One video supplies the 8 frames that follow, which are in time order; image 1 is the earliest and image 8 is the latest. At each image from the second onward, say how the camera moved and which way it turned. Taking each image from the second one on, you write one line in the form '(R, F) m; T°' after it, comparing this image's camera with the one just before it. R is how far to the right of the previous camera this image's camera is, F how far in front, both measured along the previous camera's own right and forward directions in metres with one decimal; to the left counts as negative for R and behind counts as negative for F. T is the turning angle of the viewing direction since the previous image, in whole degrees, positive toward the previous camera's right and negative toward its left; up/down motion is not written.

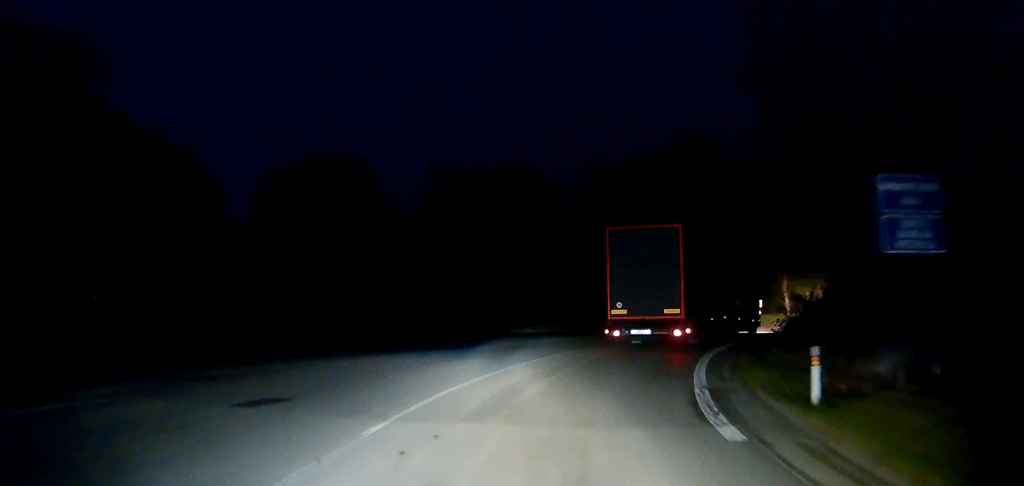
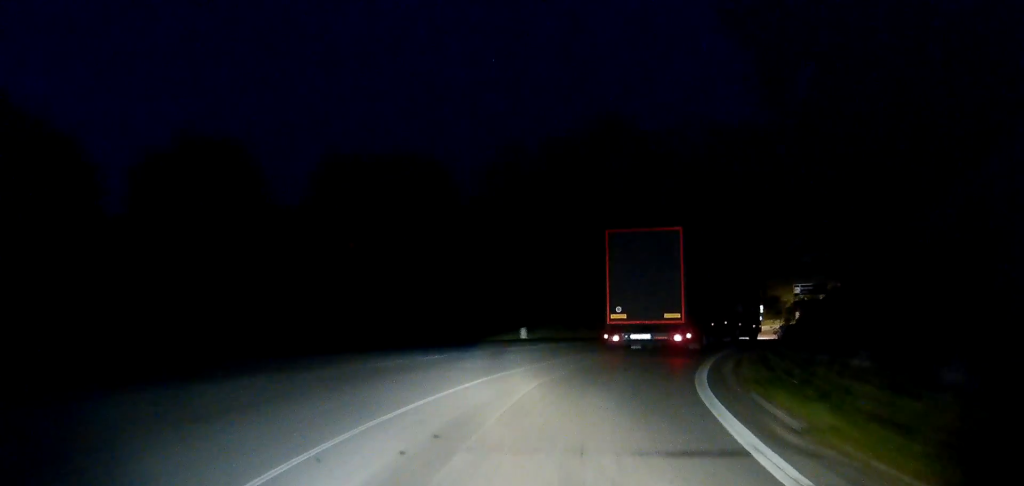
(+0.2, +8.4) m; +7°
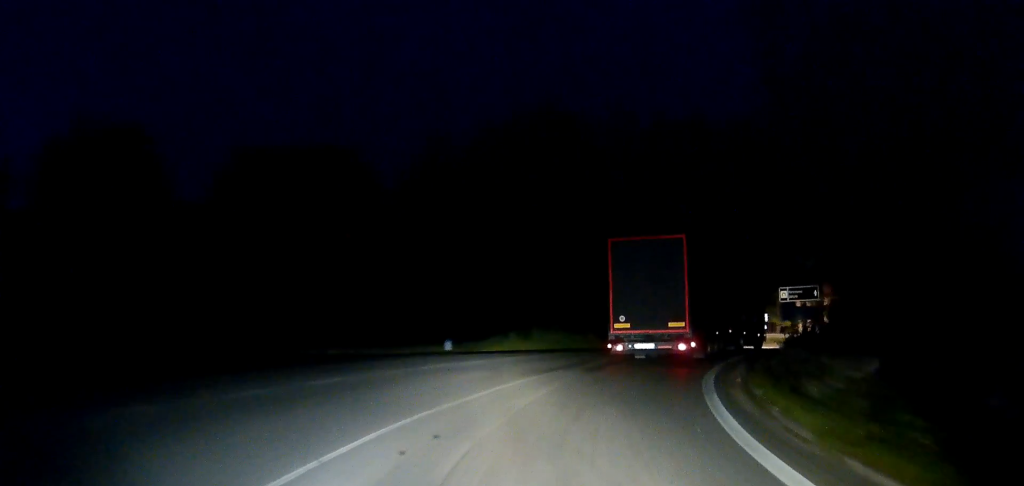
(+0.3, +6.3) m; +10°
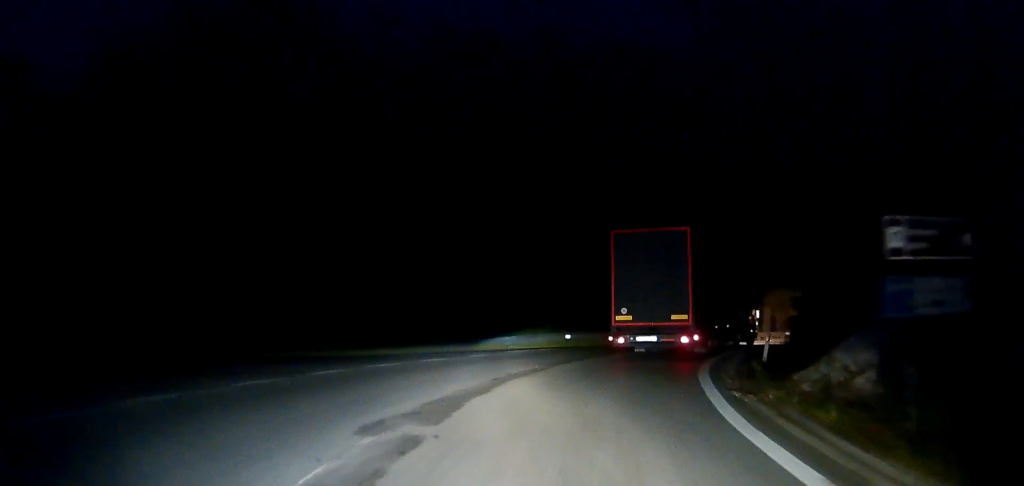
(+4.8, +19.1) m; +23°
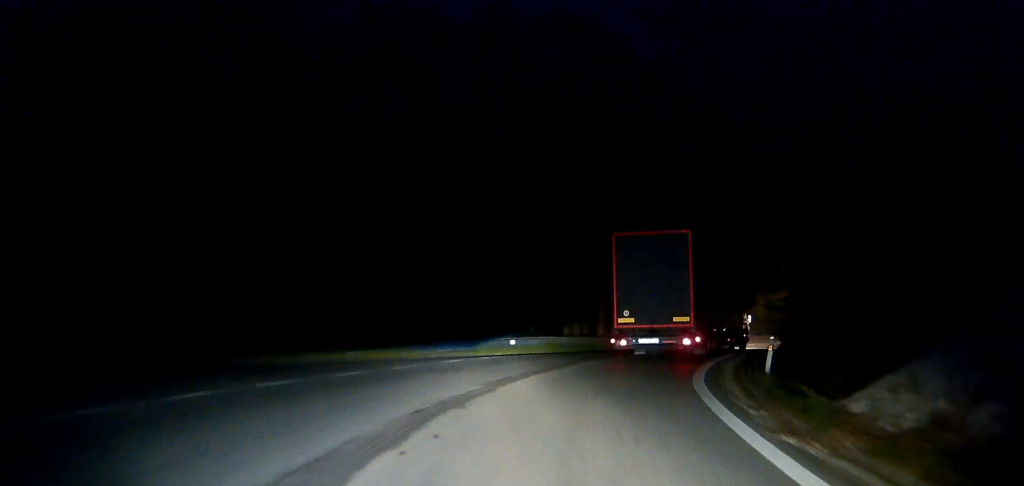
(+0.1, +4.8) m; +4°
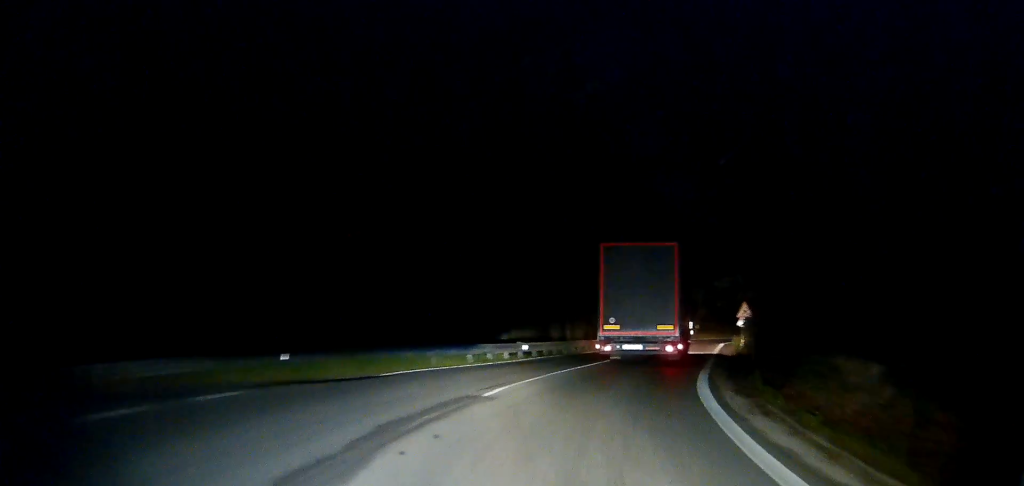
(+1.4, +13.8) m; +10°
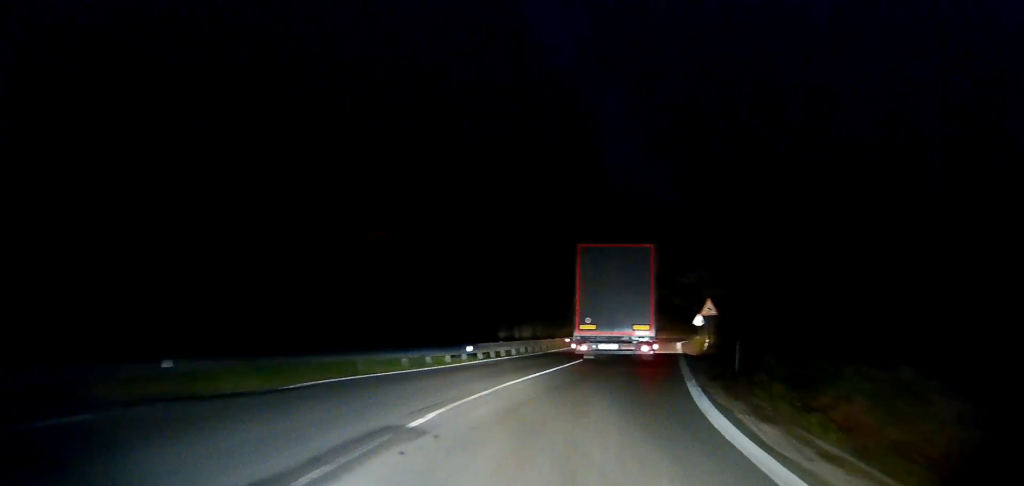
(-0.2, +3.9) m; +3°
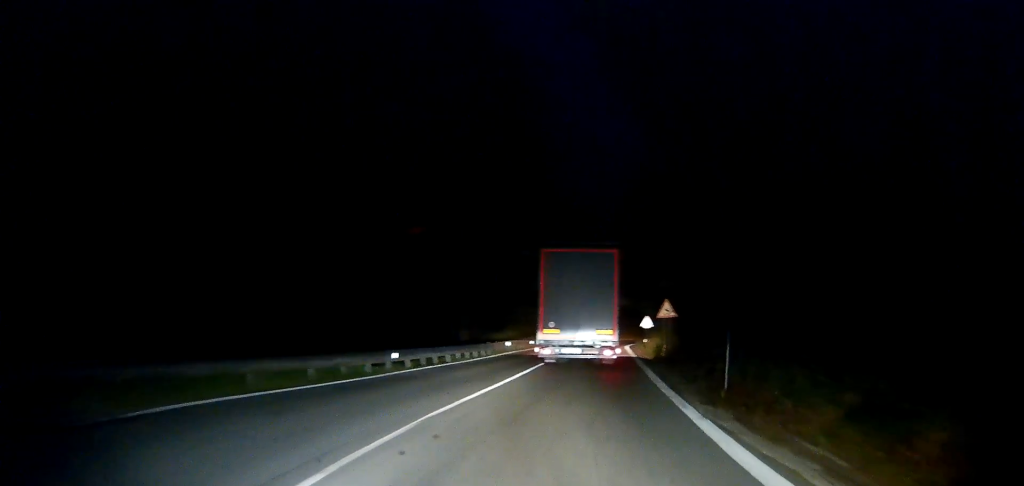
(+0.5, +4.8) m; +4°
